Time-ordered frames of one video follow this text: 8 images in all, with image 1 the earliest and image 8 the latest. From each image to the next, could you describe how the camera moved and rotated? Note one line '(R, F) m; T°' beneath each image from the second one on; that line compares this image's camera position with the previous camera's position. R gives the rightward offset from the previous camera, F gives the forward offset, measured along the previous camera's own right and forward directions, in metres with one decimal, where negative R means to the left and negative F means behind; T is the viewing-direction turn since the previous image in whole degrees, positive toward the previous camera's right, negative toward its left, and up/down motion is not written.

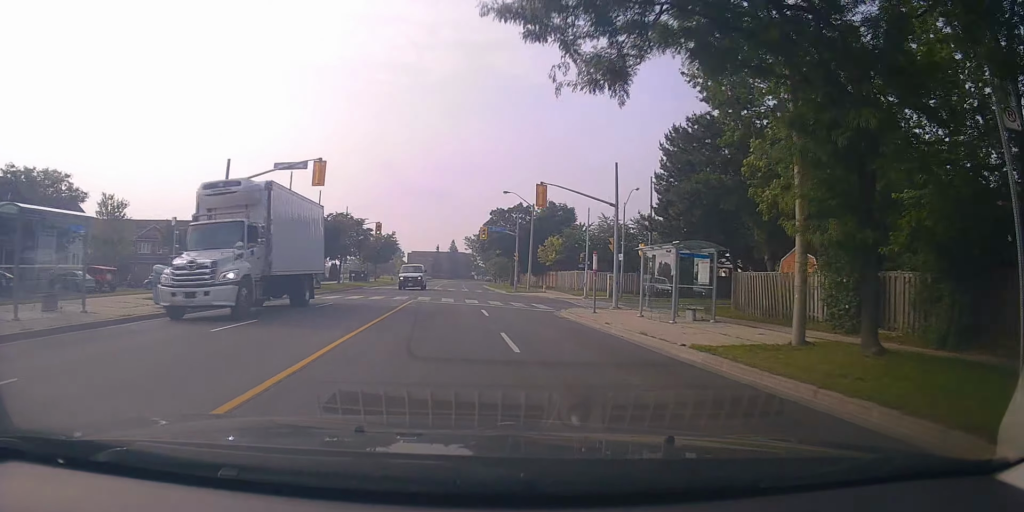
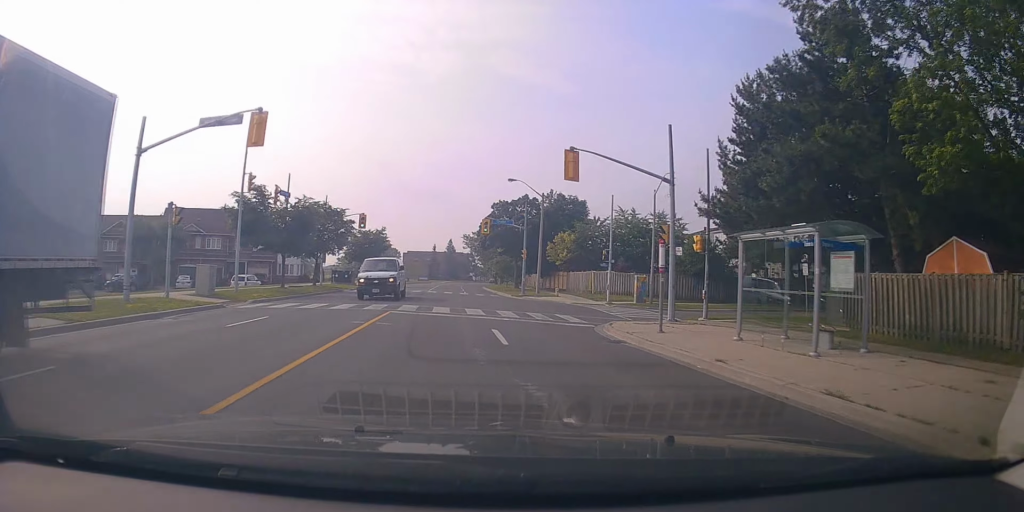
(+0.3, +8.0) m; +1°
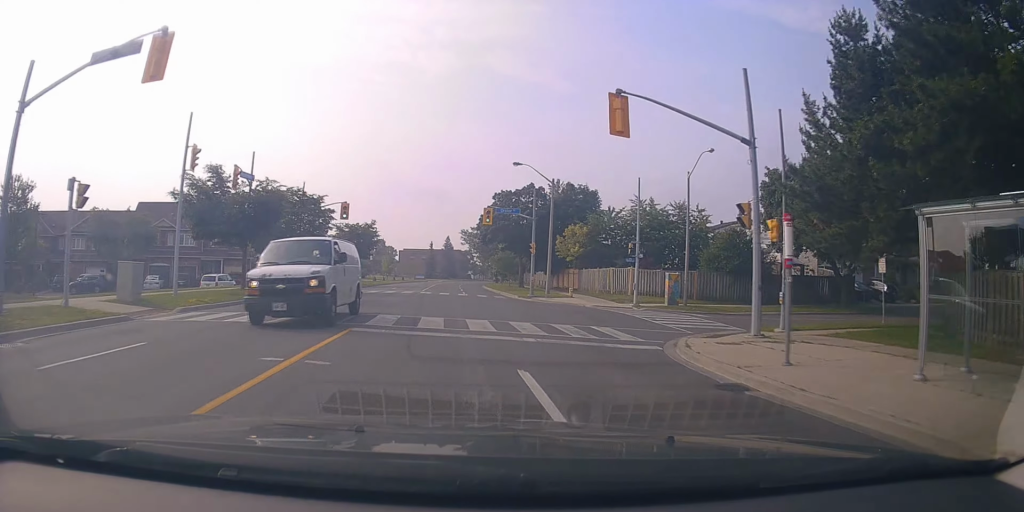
(+0.2, +6.5) m; +1°
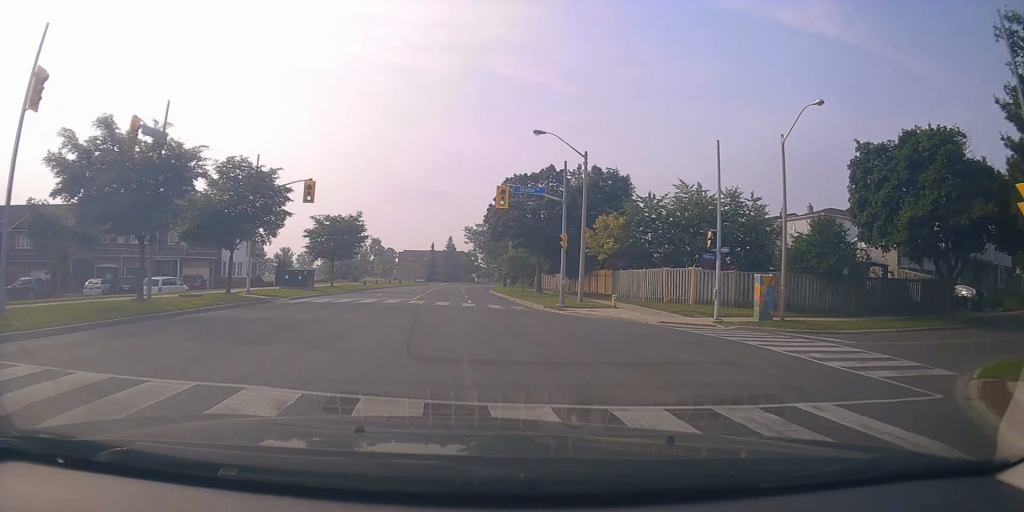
(-0.2, +10.5) m; -1°
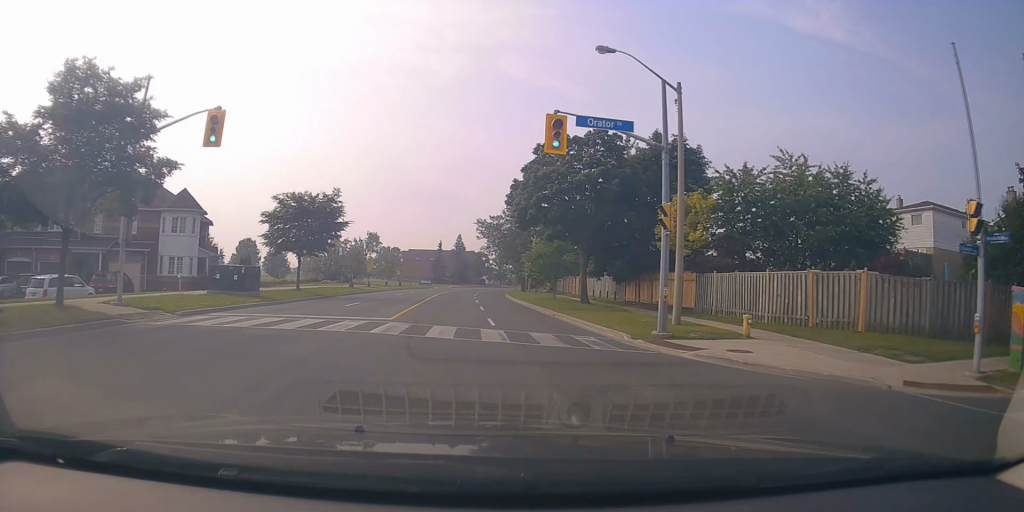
(-0.1, +13.5) m; 0°
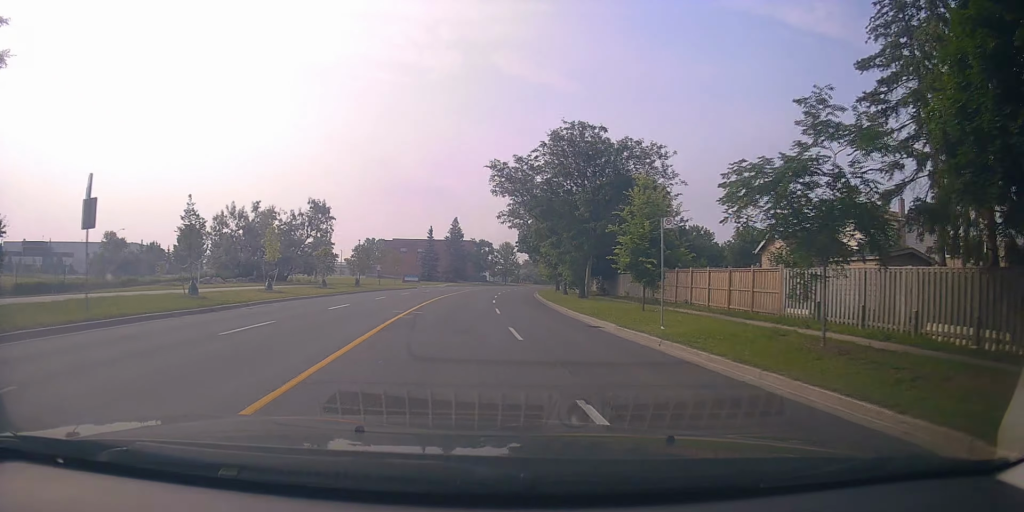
(-0.5, +32.4) m; 0°
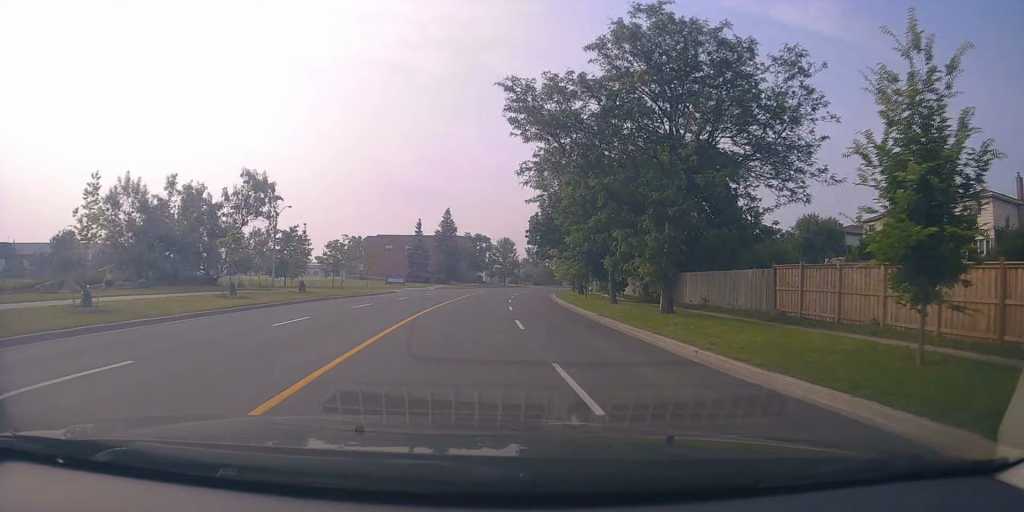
(+0.4, +15.5) m; +2°
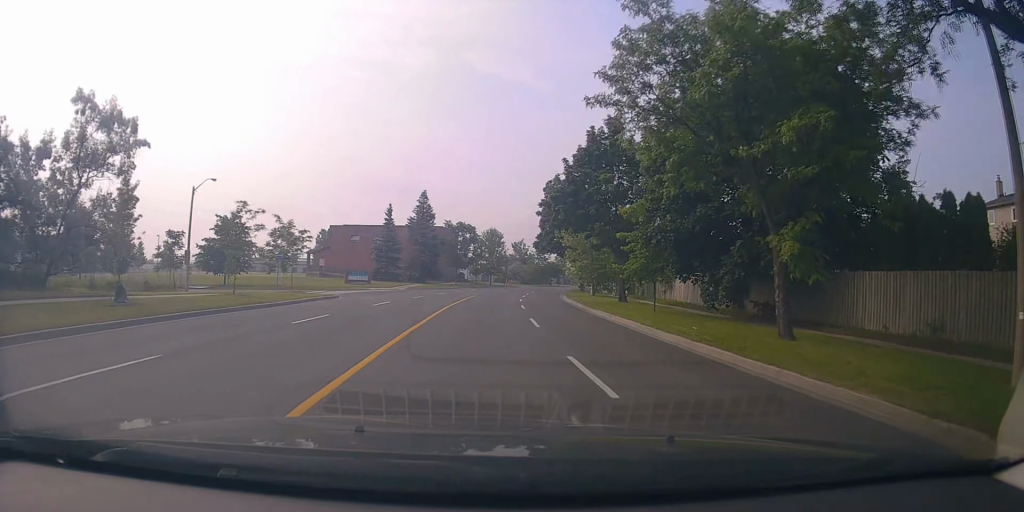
(+0.2, +17.5) m; +1°
